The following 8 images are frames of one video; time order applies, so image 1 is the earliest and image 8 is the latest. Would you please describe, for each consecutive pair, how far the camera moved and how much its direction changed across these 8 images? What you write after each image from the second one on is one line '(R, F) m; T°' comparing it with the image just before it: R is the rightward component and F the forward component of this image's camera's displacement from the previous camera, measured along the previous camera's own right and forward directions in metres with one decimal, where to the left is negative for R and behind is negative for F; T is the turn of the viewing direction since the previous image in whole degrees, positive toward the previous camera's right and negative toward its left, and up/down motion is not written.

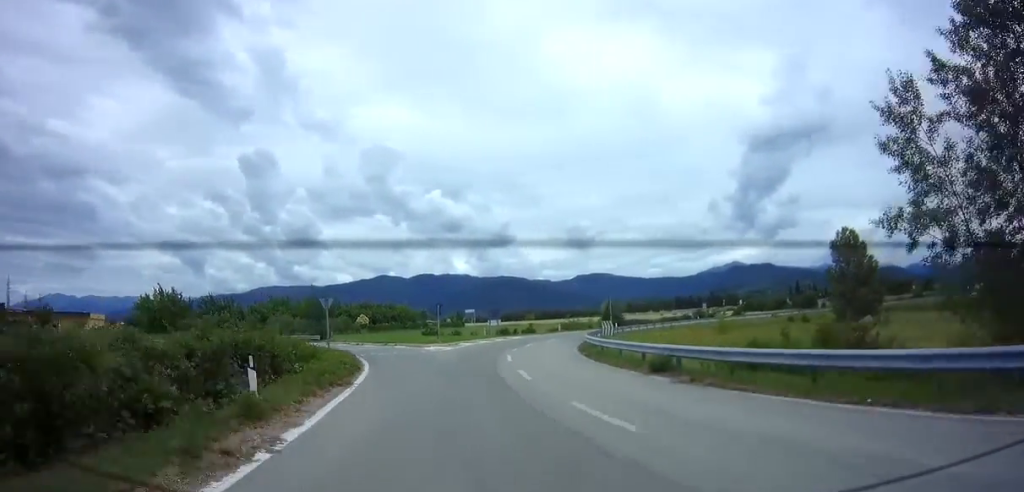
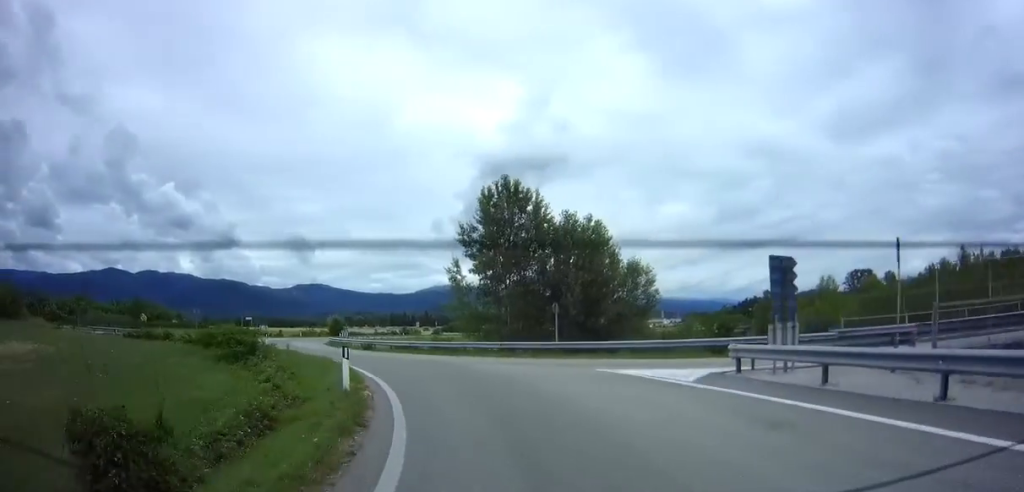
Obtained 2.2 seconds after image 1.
(+5.5, +26.3) m; +27°
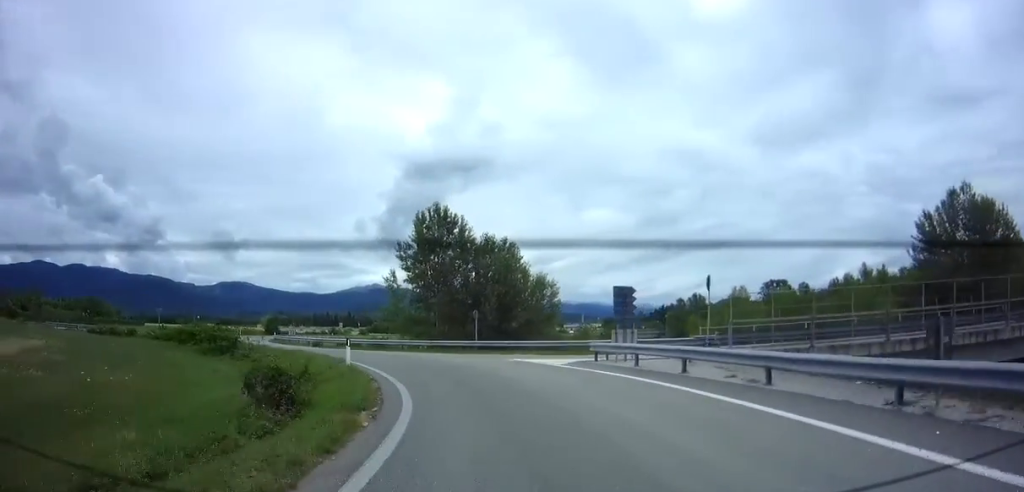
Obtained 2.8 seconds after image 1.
(+0.9, +7.0) m; +8°
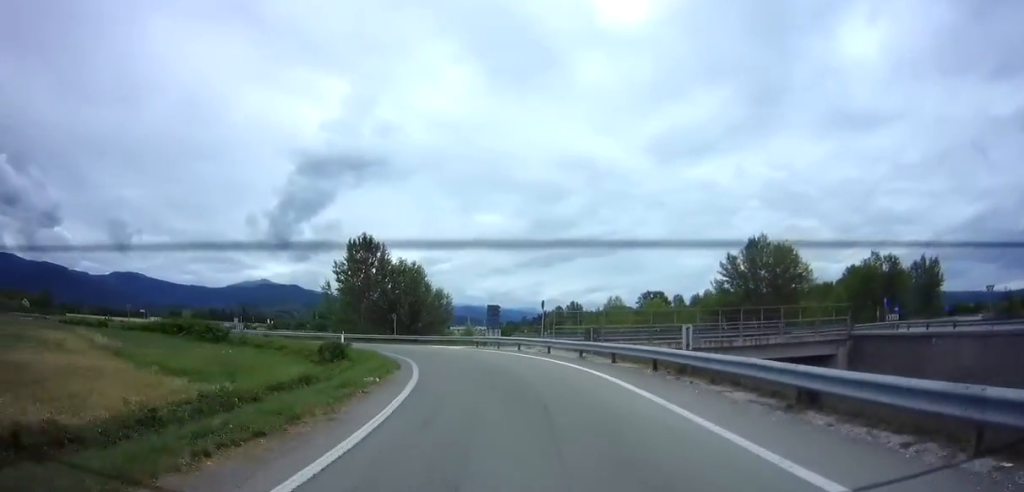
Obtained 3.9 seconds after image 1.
(+1.5, +14.7) m; +10°
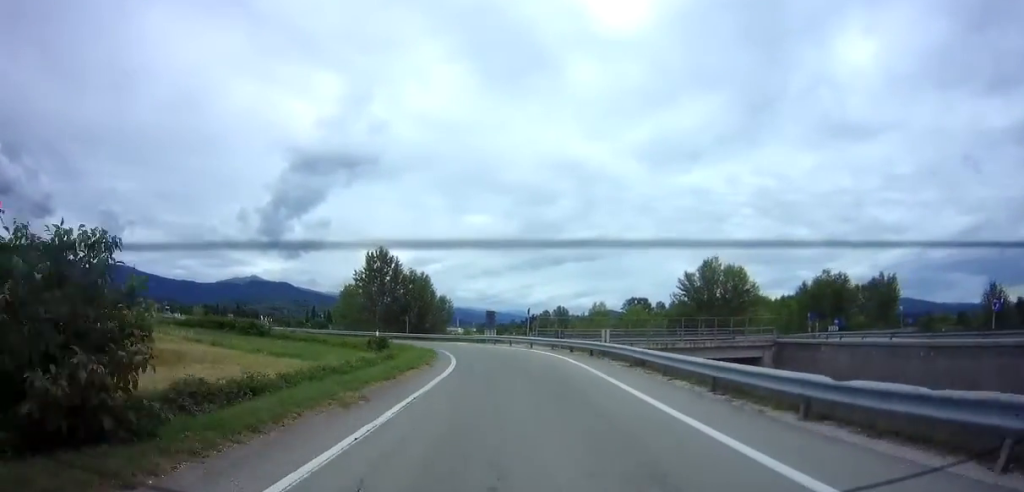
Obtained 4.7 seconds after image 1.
(+0.5, +11.0) m; +3°
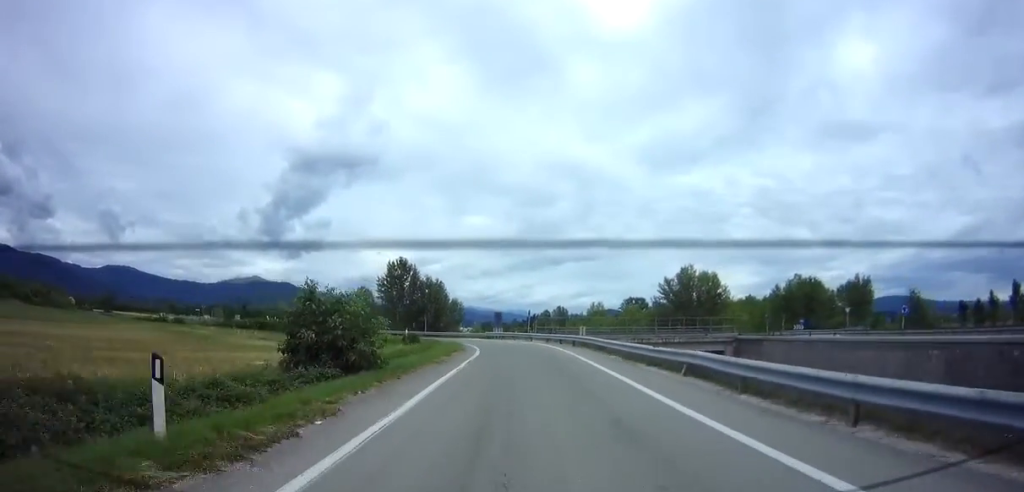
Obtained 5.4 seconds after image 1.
(+0.2, +9.9) m; +1°
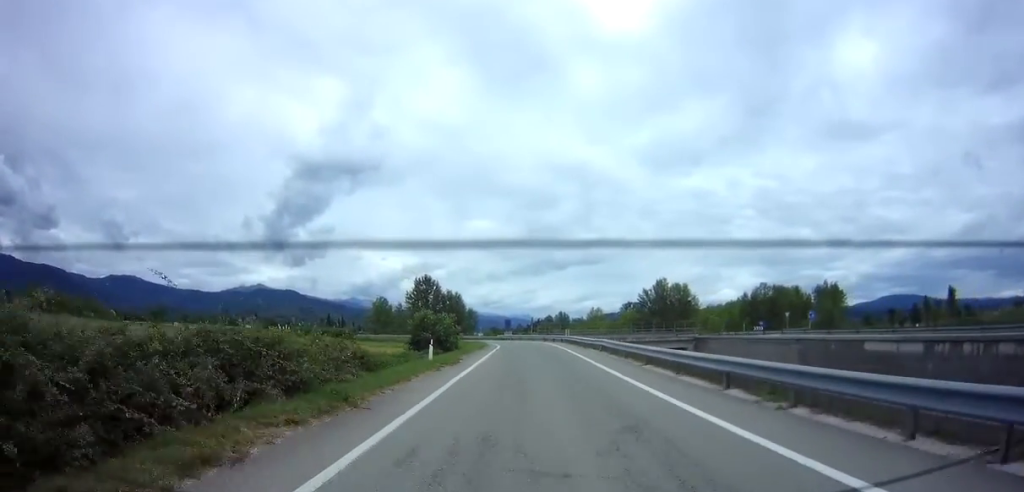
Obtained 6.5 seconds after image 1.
(-0.1, +15.9) m; -1°
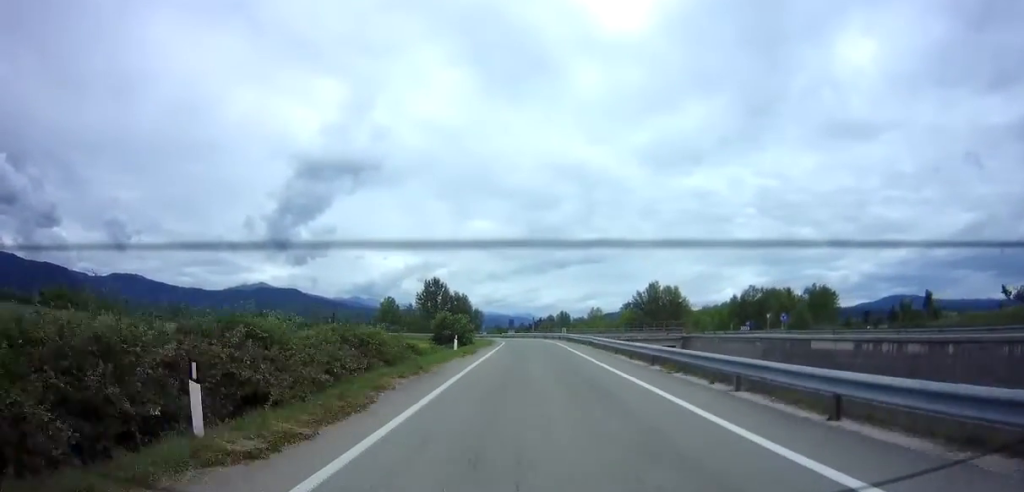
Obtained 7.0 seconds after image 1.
(-0.2, +6.8) m; 0°
